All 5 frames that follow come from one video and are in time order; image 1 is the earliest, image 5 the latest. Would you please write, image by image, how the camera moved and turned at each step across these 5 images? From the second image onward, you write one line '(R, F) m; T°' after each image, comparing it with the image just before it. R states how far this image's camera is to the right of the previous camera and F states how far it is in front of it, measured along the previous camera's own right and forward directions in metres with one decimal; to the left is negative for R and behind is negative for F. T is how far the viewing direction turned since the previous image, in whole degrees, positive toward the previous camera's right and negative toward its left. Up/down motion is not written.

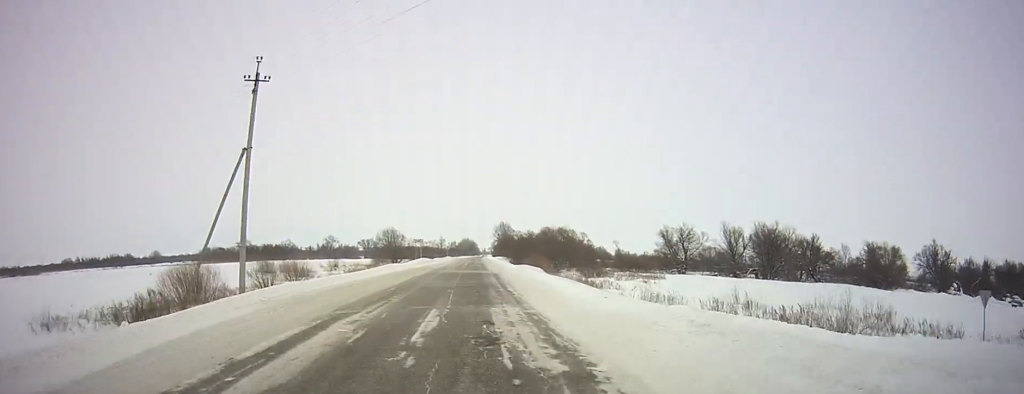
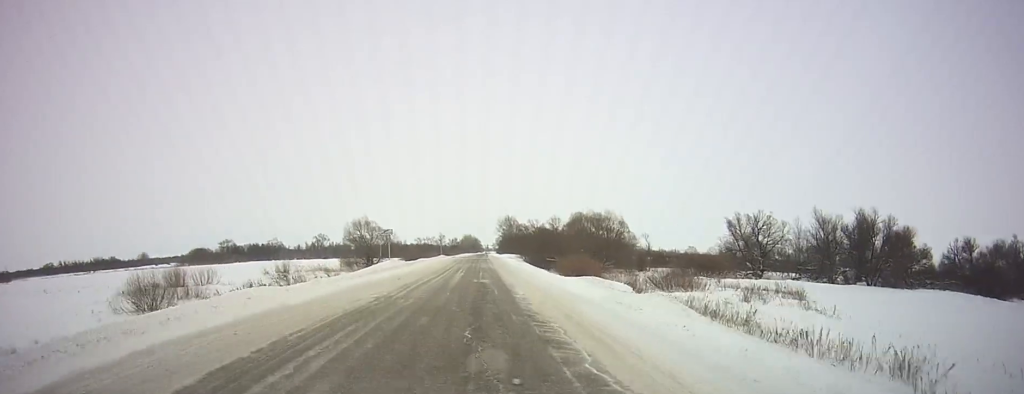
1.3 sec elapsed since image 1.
(+0.1, +36.1) m; 0°
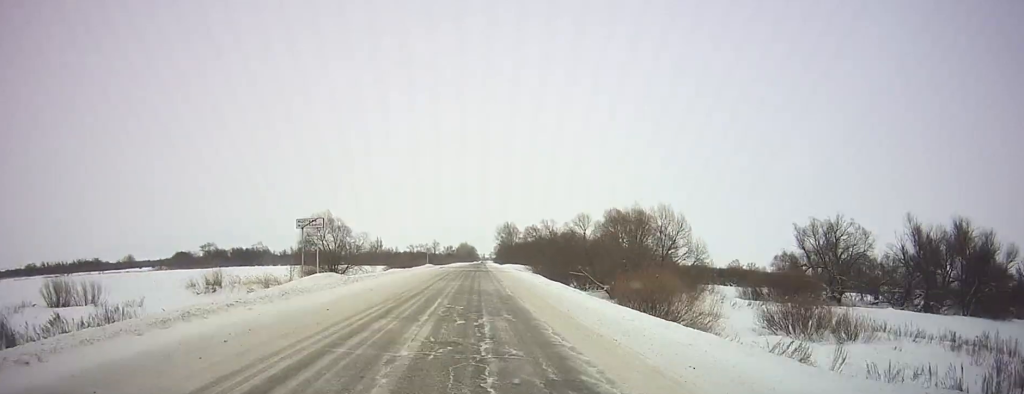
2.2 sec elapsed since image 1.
(0.0, +24.6) m; 0°
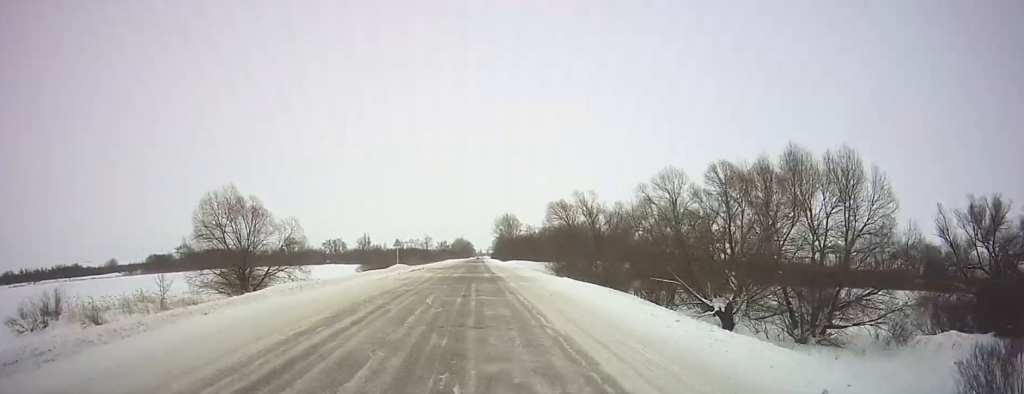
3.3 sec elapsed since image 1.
(0.0, +30.3) m; 0°
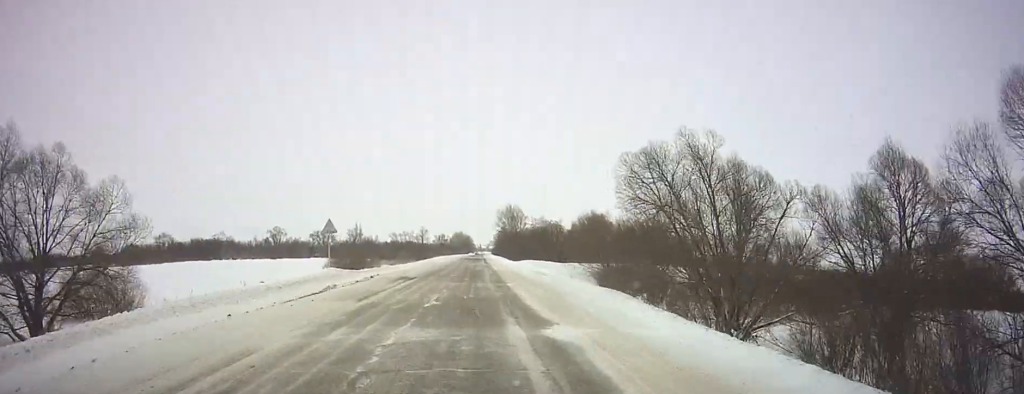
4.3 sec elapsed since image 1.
(-0.1, +26.8) m; 0°
